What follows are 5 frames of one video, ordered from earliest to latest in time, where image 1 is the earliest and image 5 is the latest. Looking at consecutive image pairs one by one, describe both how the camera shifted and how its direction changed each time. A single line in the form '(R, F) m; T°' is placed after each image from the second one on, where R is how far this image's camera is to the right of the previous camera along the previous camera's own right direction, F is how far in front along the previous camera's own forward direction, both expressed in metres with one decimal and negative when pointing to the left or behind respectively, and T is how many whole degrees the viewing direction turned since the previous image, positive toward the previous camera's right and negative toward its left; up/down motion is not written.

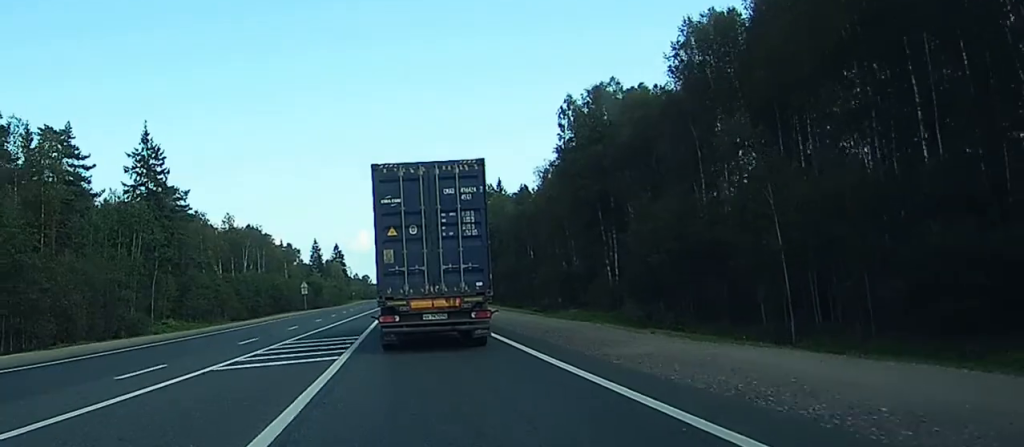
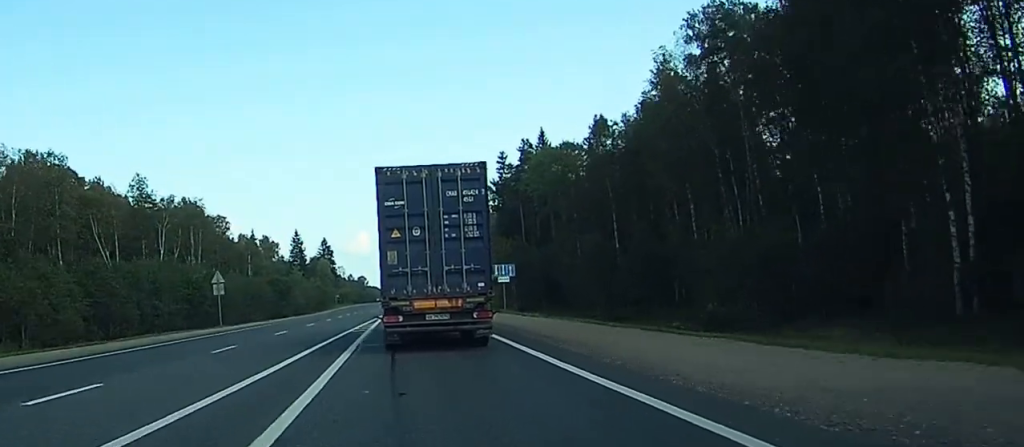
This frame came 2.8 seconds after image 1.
(+0.6, +63.3) m; +1°
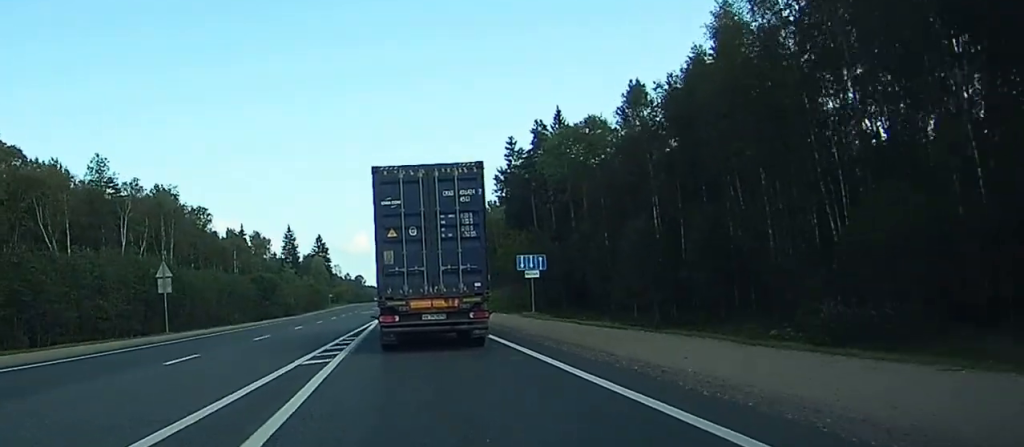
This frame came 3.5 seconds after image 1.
(-0.1, +16.2) m; 0°
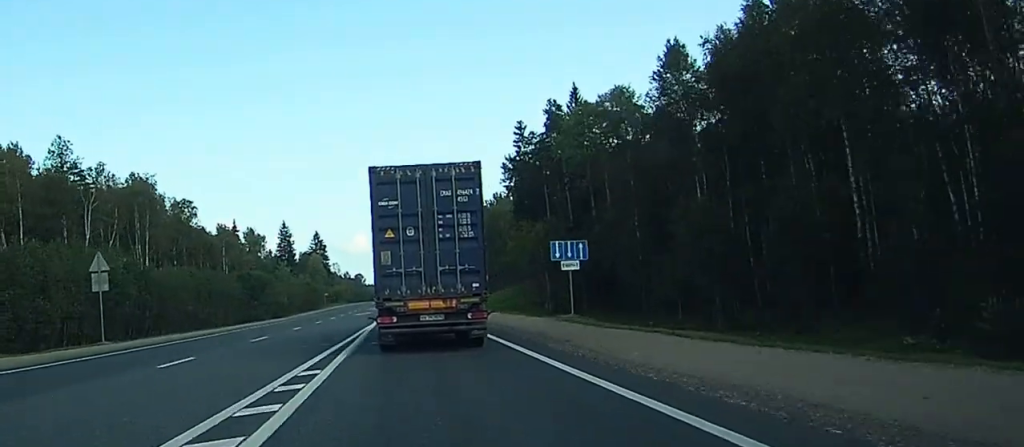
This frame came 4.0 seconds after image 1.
(0.0, +12.4) m; 0°
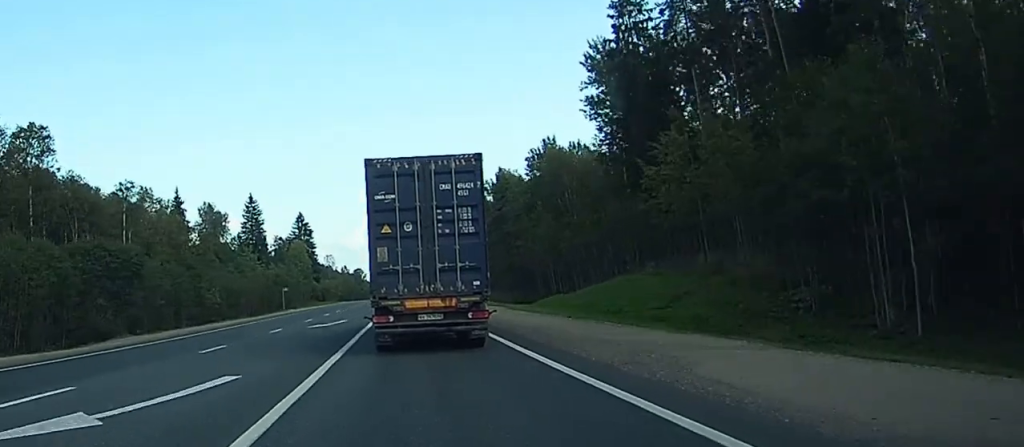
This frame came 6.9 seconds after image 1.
(+0.1, +67.2) m; 0°
